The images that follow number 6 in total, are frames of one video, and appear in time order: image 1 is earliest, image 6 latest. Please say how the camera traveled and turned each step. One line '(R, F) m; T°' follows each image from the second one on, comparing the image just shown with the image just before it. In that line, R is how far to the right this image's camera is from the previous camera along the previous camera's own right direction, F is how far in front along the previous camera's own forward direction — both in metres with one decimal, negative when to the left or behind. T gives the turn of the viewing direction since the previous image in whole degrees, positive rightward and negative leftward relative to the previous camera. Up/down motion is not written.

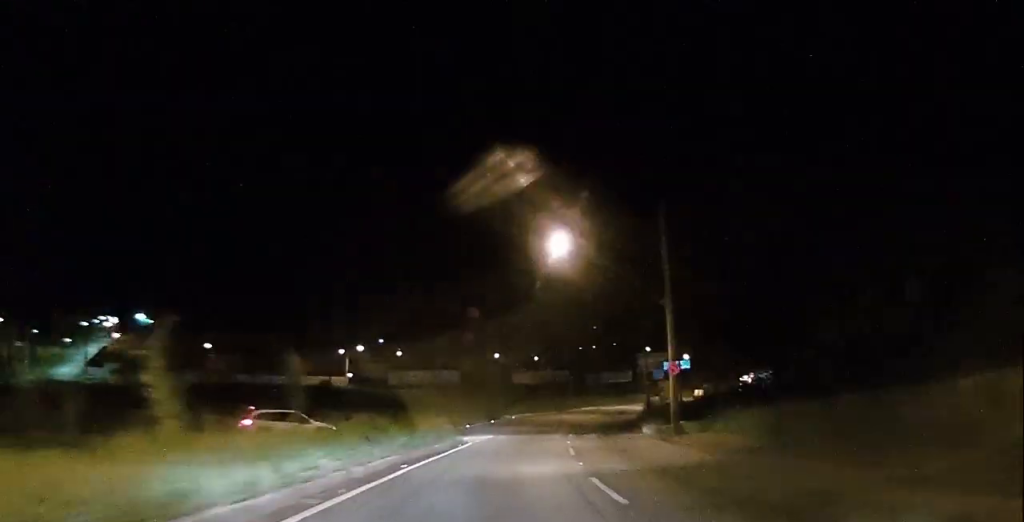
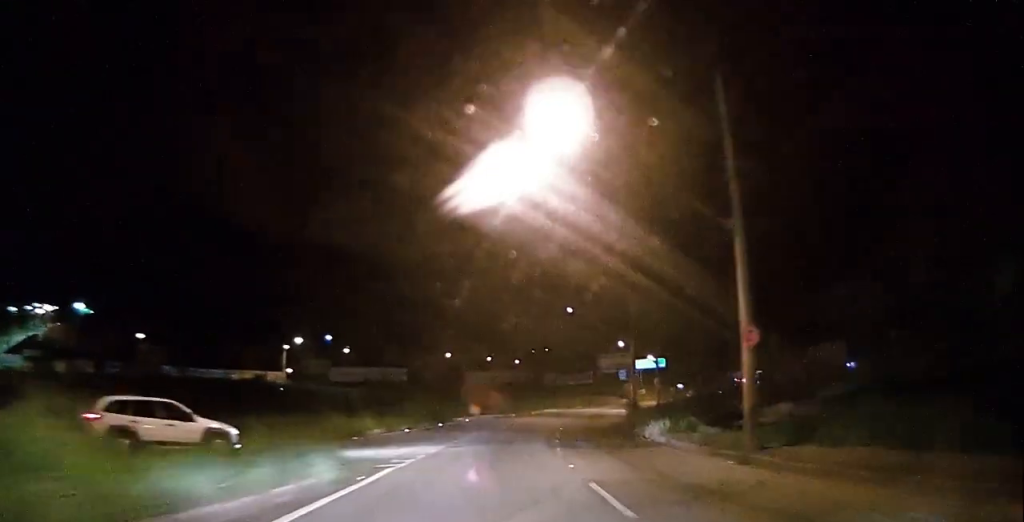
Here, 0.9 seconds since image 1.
(-1.5, +13.6) m; +12°
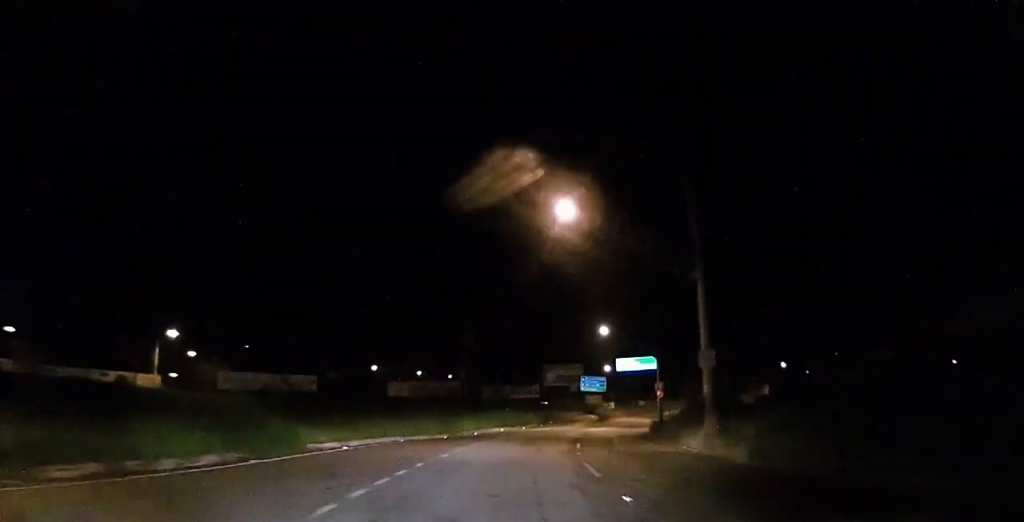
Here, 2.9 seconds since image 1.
(+7.6, +27.3) m; +11°
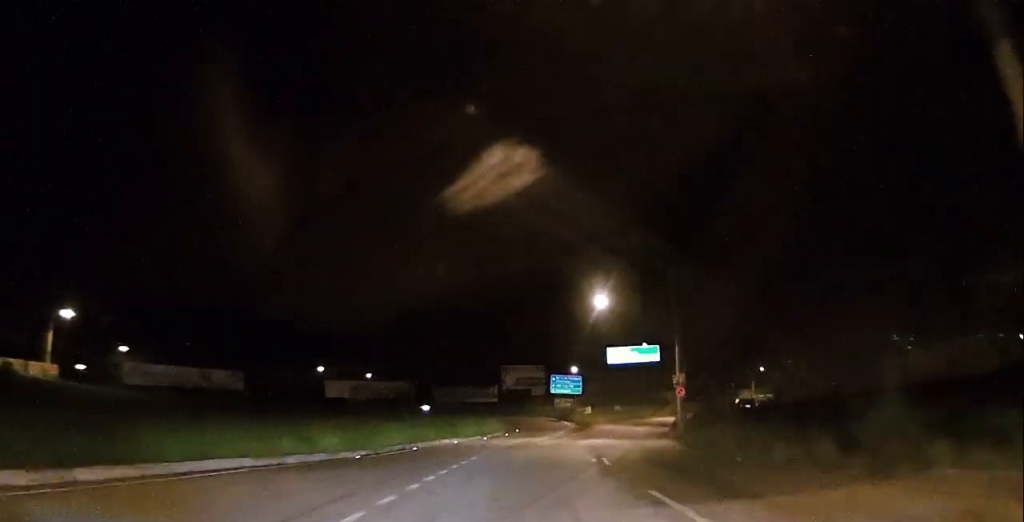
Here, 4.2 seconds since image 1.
(-0.2, +17.7) m; 0°
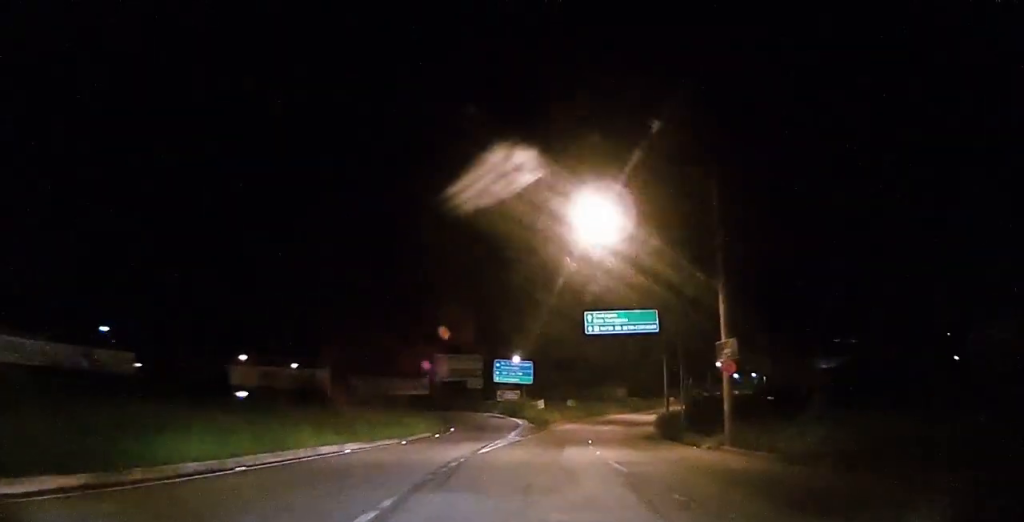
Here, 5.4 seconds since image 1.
(+0.6, +17.4) m; +5°
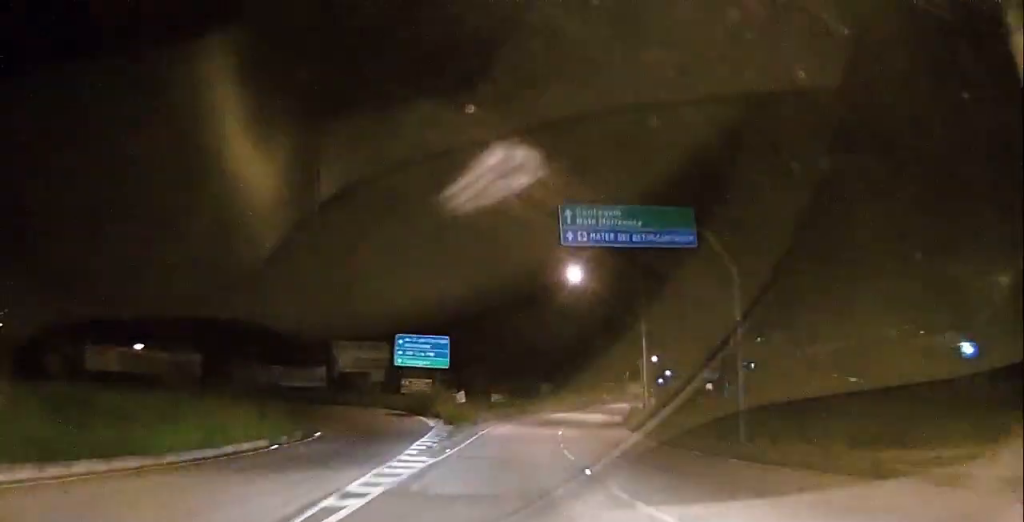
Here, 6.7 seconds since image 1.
(+0.9, +19.5) m; +5°
